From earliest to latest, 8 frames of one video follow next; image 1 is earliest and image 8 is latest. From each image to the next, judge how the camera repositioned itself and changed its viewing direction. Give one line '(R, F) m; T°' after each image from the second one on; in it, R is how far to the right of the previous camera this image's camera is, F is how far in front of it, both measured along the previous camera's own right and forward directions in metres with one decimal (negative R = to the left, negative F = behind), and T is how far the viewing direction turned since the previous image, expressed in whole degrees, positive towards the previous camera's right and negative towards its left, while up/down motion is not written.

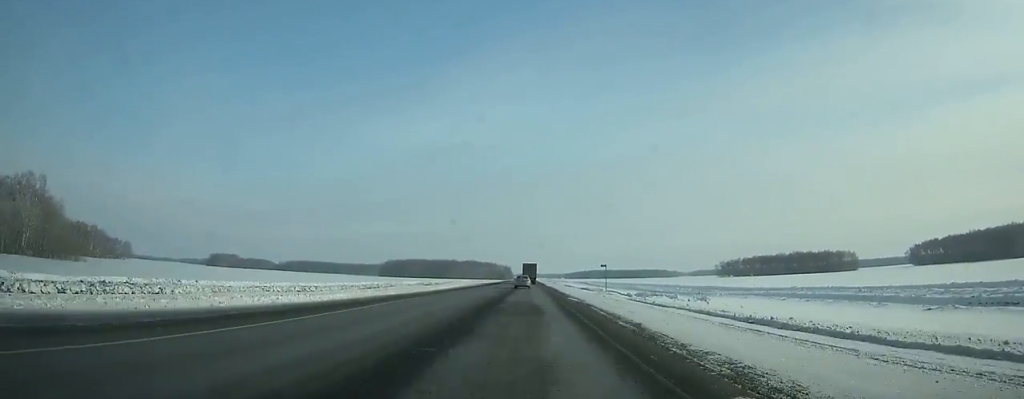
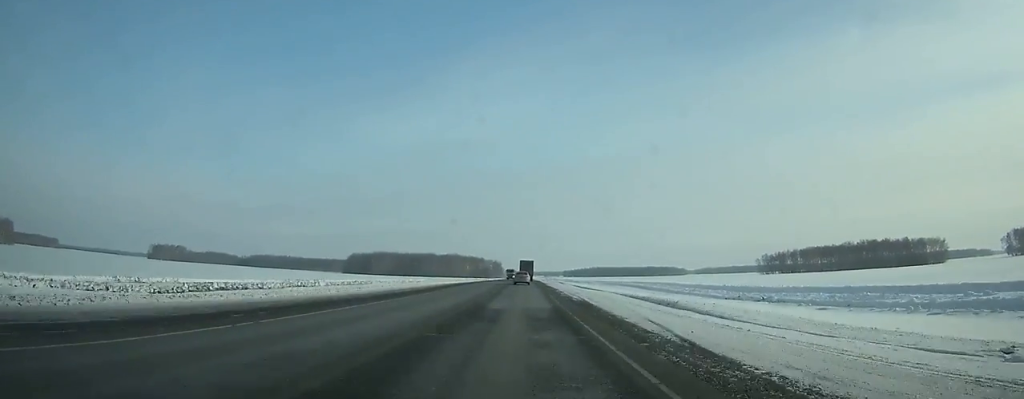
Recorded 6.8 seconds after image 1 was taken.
(+1.6, +149.5) m; +1°
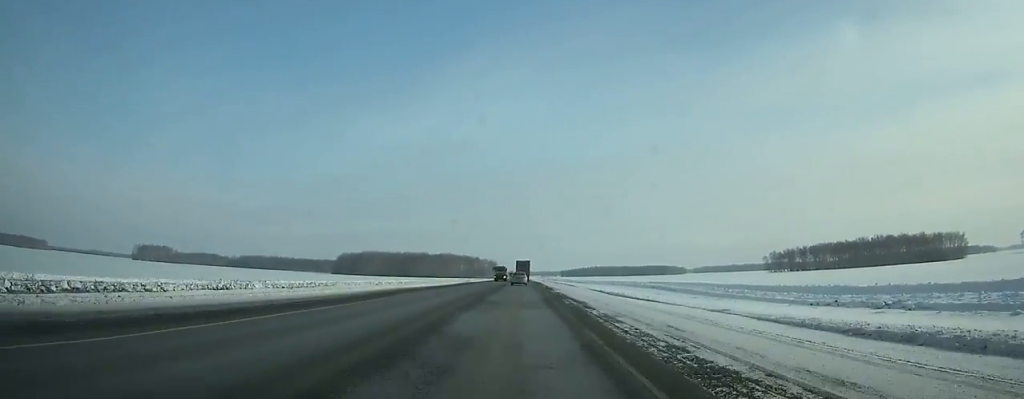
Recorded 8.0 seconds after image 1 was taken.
(0.0, +27.4) m; 0°
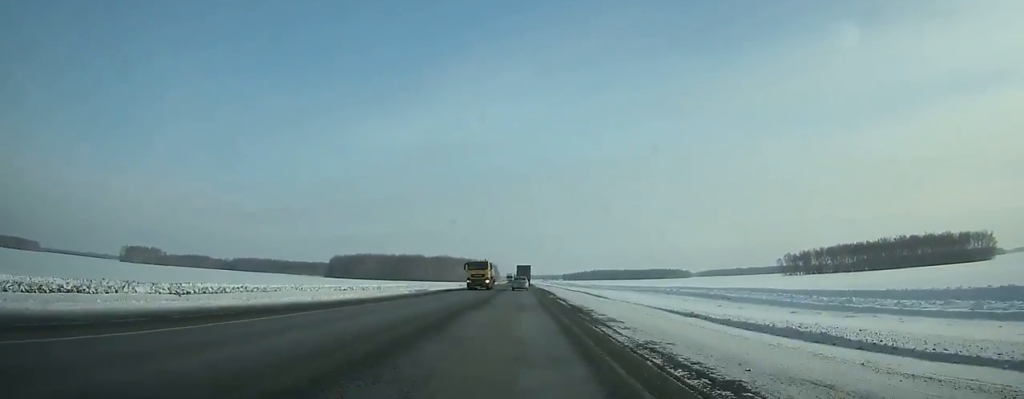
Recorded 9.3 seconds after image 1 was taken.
(0.0, +29.6) m; 0°
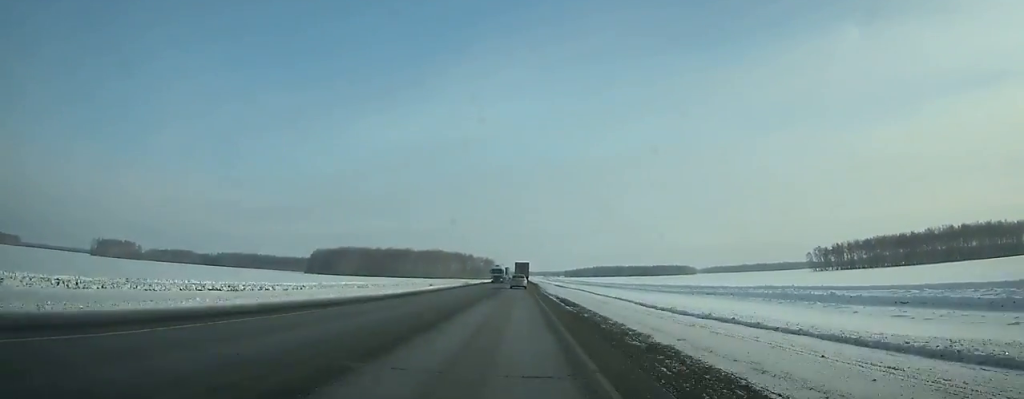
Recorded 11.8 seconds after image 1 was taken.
(-0.1, +58.0) m; 0°
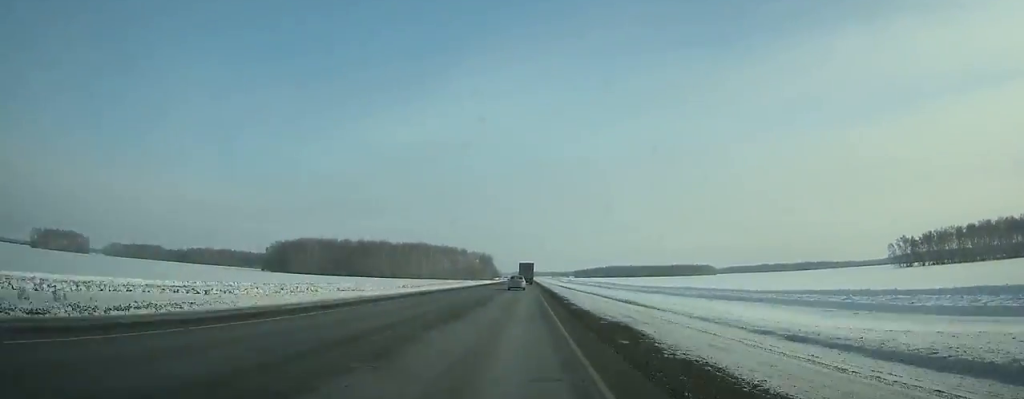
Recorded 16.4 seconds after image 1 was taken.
(-0.7, +106.4) m; 0°
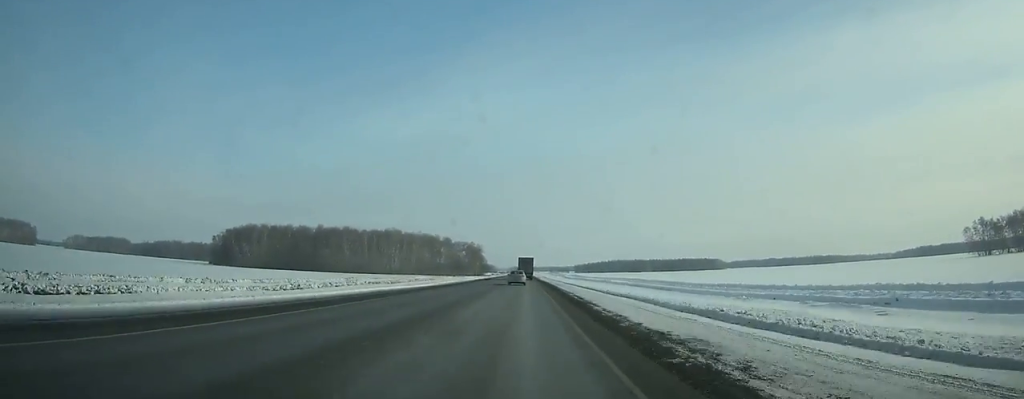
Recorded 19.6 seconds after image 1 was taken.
(+0.2, +72.2) m; 0°
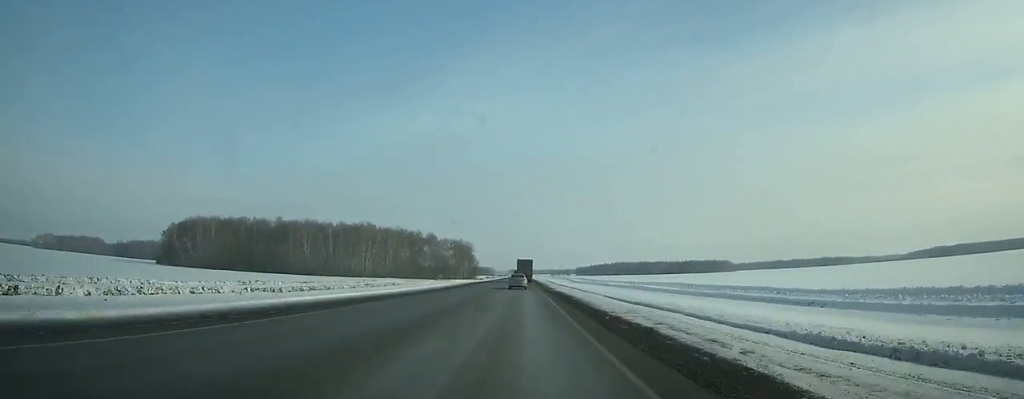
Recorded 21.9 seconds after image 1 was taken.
(+0.1, +50.4) m; 0°
